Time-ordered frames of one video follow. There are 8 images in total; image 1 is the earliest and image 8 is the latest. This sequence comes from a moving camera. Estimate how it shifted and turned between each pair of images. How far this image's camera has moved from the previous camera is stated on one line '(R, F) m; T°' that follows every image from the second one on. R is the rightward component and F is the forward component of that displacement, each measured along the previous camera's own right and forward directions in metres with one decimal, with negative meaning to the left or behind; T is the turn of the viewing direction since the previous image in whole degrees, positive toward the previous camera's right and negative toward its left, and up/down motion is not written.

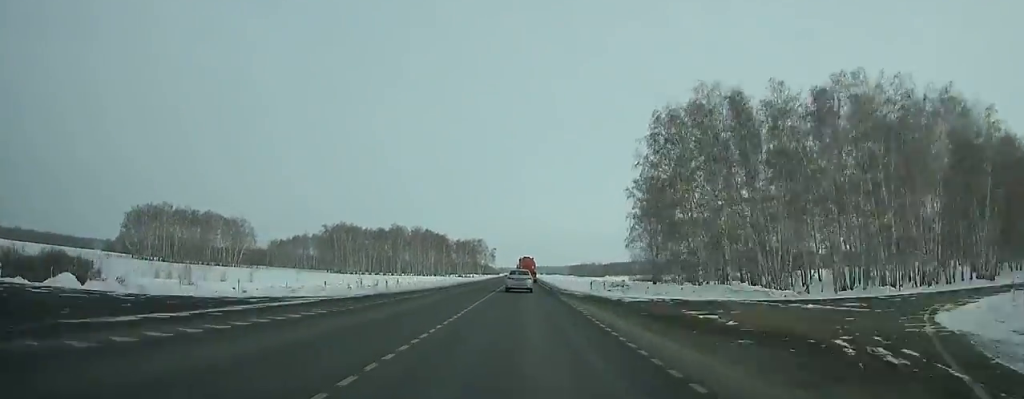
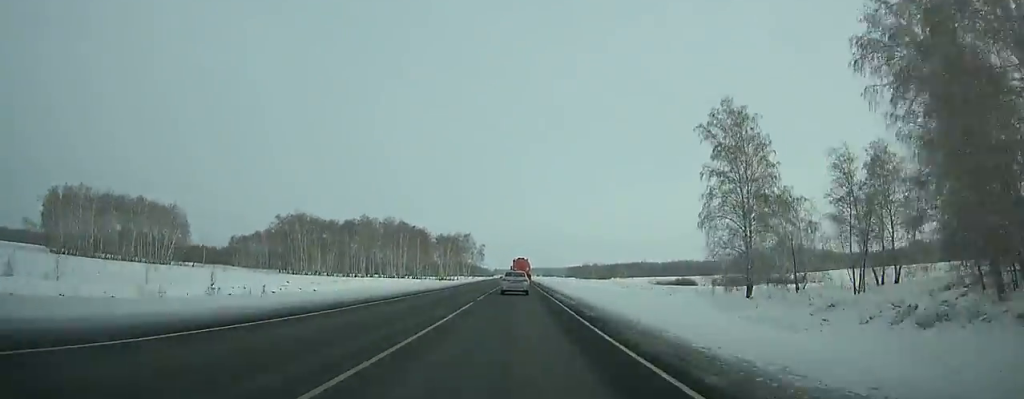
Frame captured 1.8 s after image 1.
(+0.2, +46.2) m; 0°
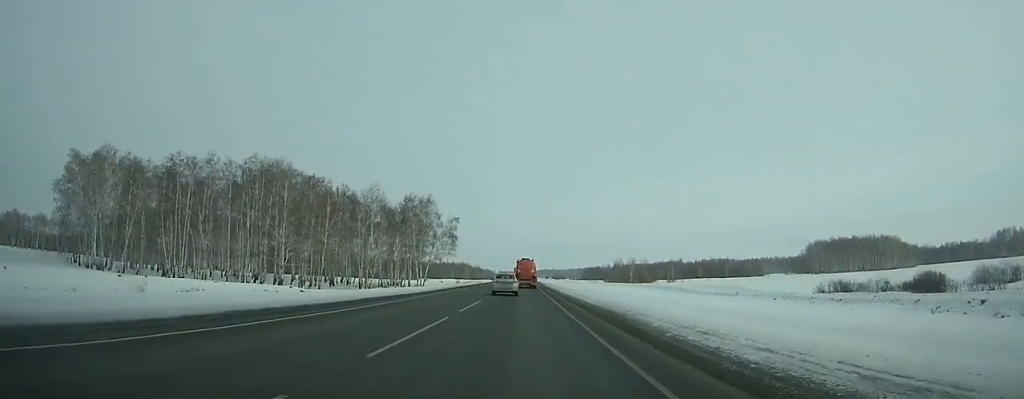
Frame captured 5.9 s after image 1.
(+0.1, +106.8) m; 0°
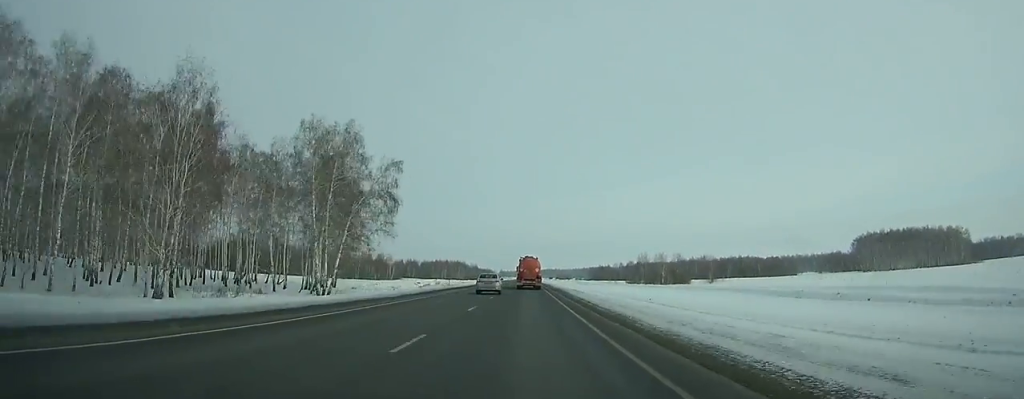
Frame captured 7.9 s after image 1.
(-0.2, +54.3) m; 0°
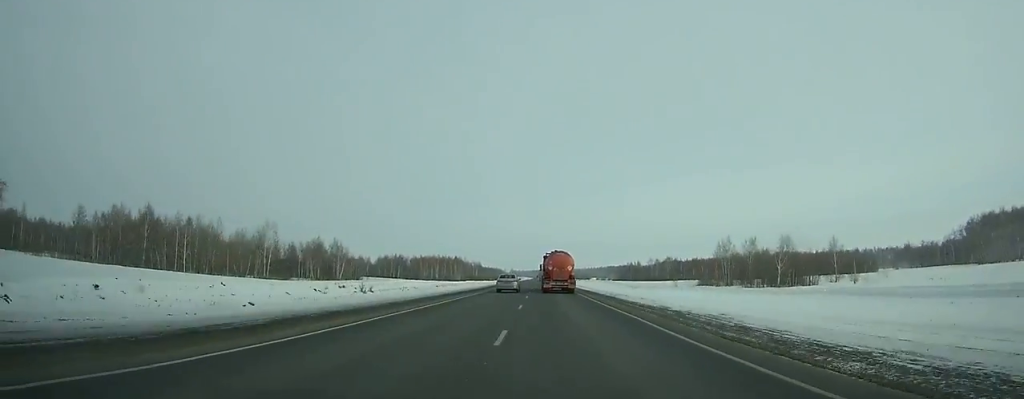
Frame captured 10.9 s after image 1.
(-0.4, +84.1) m; 0°
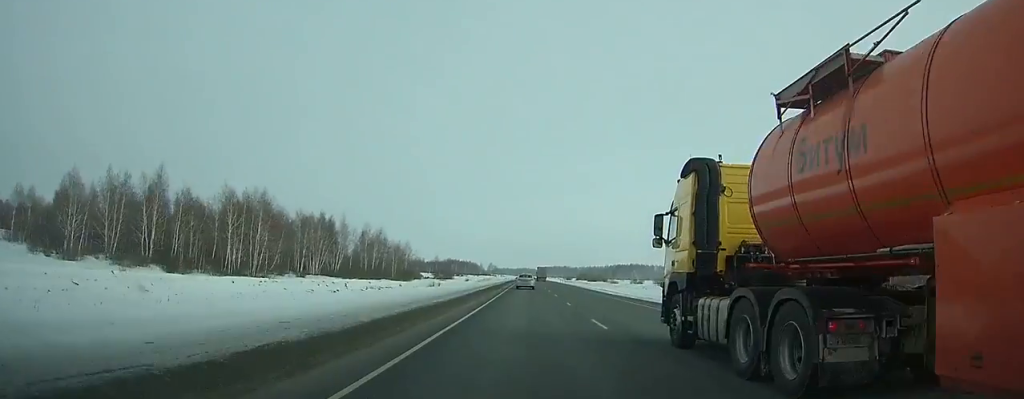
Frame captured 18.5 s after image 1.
(+1.4, +228.6) m; +1°
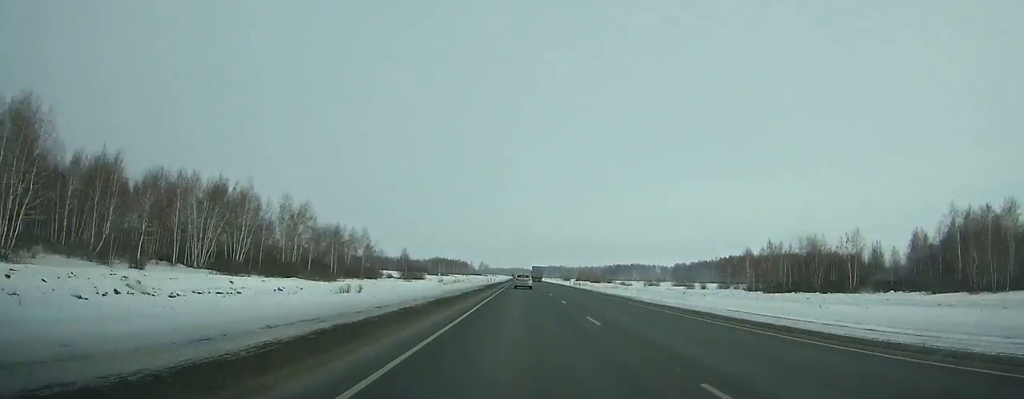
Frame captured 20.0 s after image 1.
(+0.3, +47.3) m; 0°
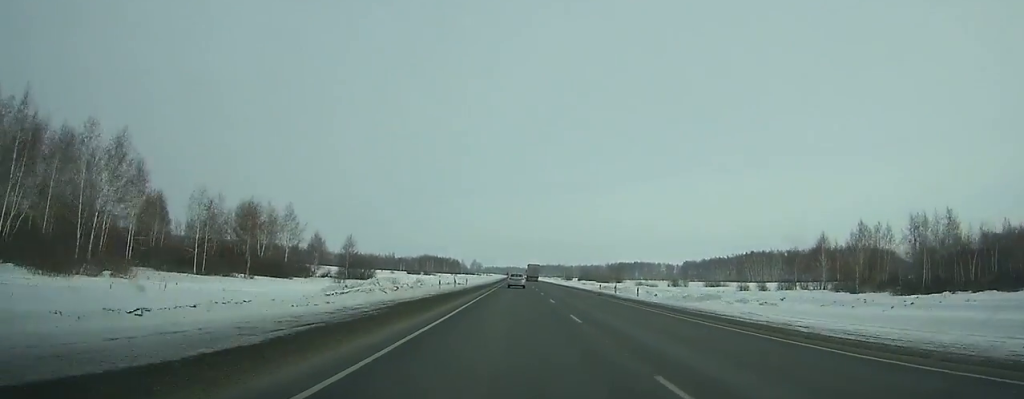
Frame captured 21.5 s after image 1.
(+0.1, +47.4) m; 0°
